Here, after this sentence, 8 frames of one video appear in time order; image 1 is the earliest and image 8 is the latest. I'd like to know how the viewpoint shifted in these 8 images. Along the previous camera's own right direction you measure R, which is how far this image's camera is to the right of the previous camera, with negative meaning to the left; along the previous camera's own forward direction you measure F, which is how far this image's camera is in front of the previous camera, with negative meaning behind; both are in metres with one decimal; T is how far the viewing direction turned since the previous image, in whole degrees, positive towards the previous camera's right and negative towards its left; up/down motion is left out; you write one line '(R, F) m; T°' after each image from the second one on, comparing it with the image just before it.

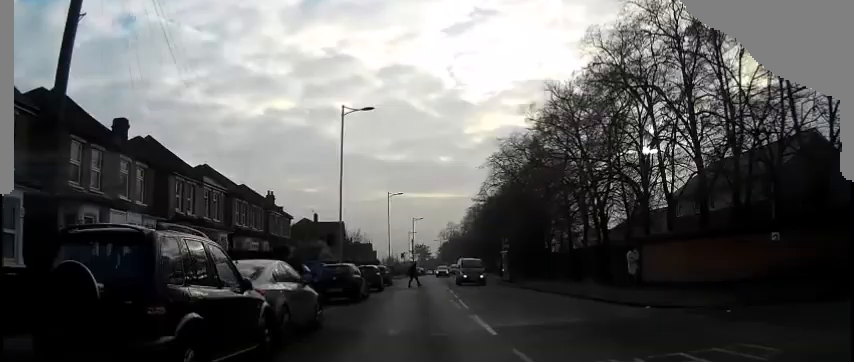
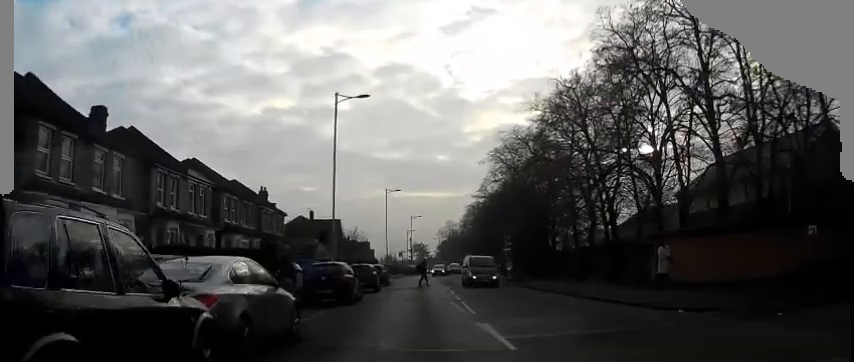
(0.0, +2.5) m; -1°
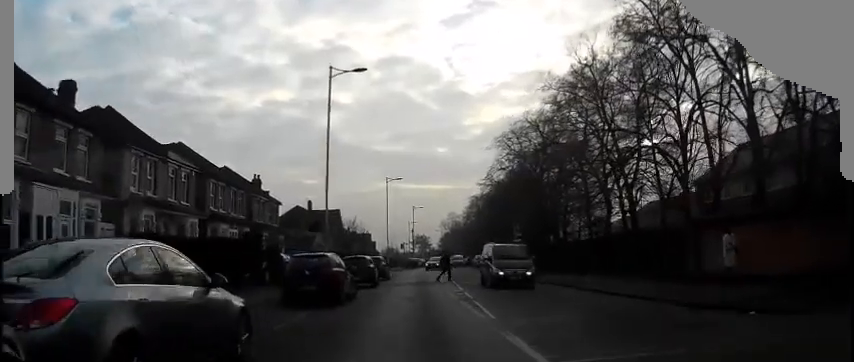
(0.0, +3.3) m; -2°
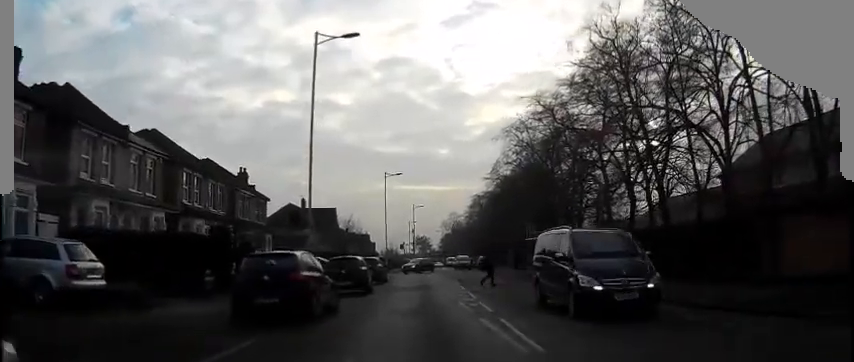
(-0.2, +4.6) m; -2°
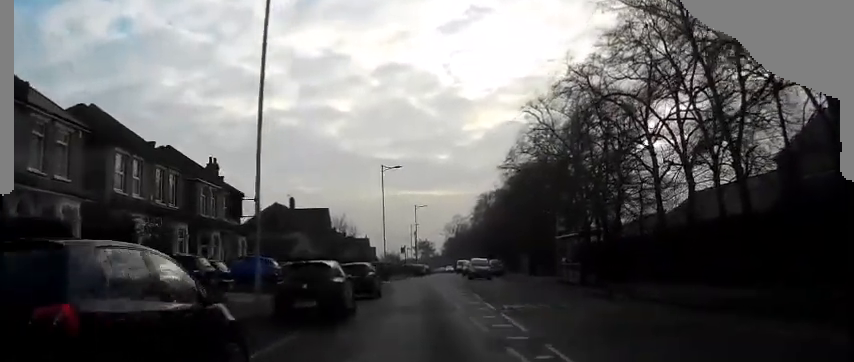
(0.0, +9.1) m; 0°
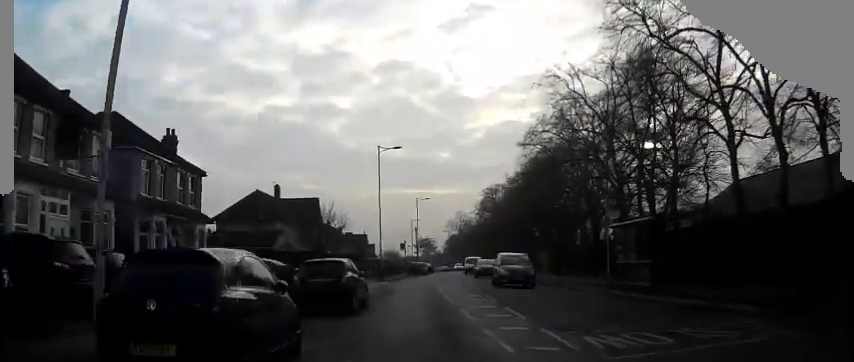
(0.0, +9.3) m; 0°
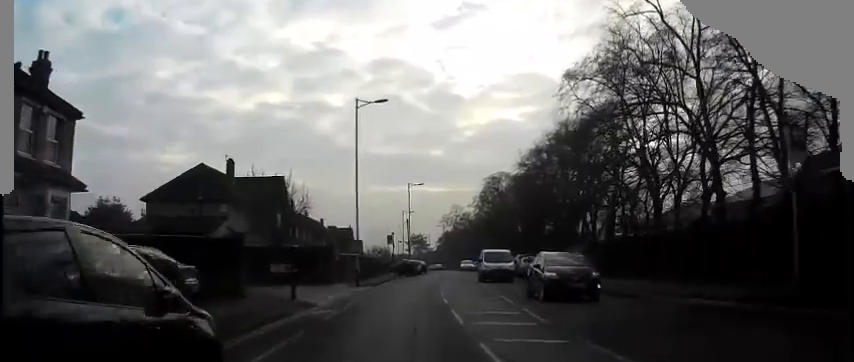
(0.0, +14.0) m; 0°
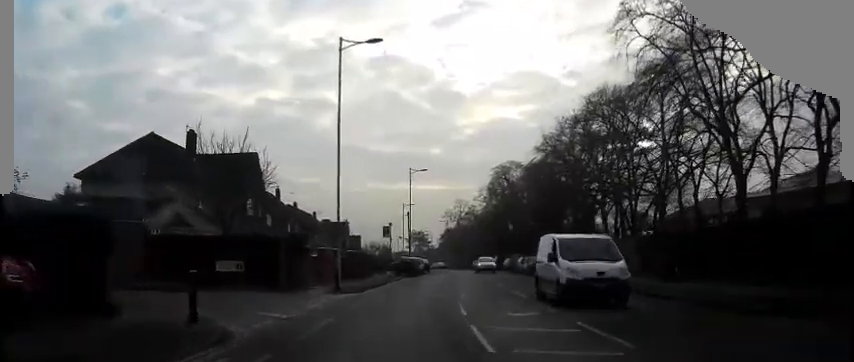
(0.0, +9.7) m; 0°
